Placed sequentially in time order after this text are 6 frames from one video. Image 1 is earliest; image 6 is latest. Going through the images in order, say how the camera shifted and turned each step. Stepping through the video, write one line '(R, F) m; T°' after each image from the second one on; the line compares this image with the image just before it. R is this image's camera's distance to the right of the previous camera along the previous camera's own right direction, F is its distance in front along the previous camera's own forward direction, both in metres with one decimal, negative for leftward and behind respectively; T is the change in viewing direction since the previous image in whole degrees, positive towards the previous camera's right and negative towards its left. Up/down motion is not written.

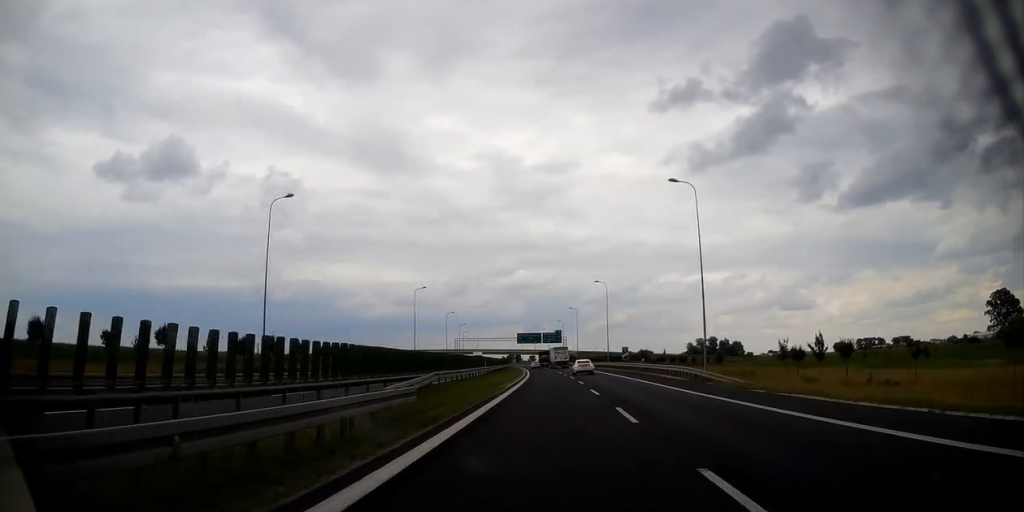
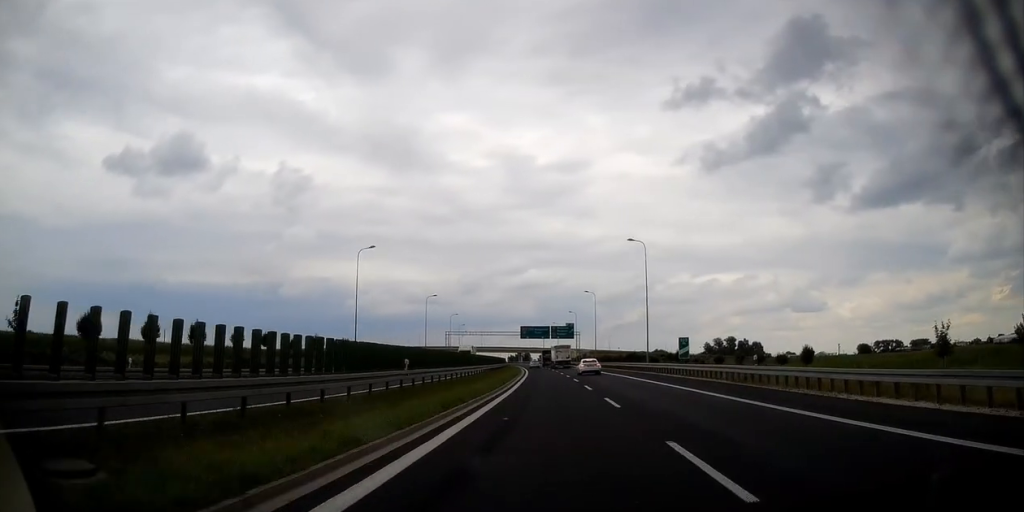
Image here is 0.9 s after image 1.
(+0.1, +29.9) m; -1°
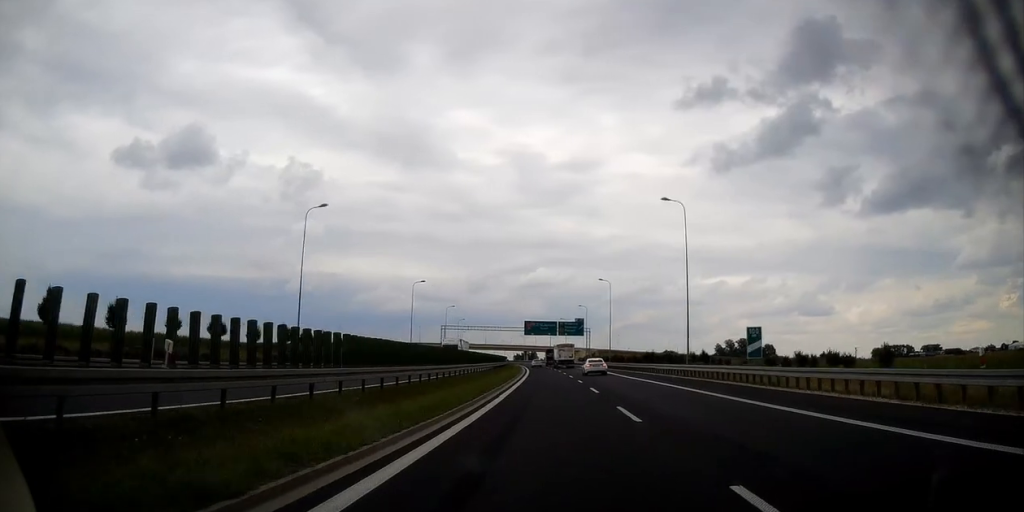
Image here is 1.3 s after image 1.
(-0.1, +15.0) m; -1°
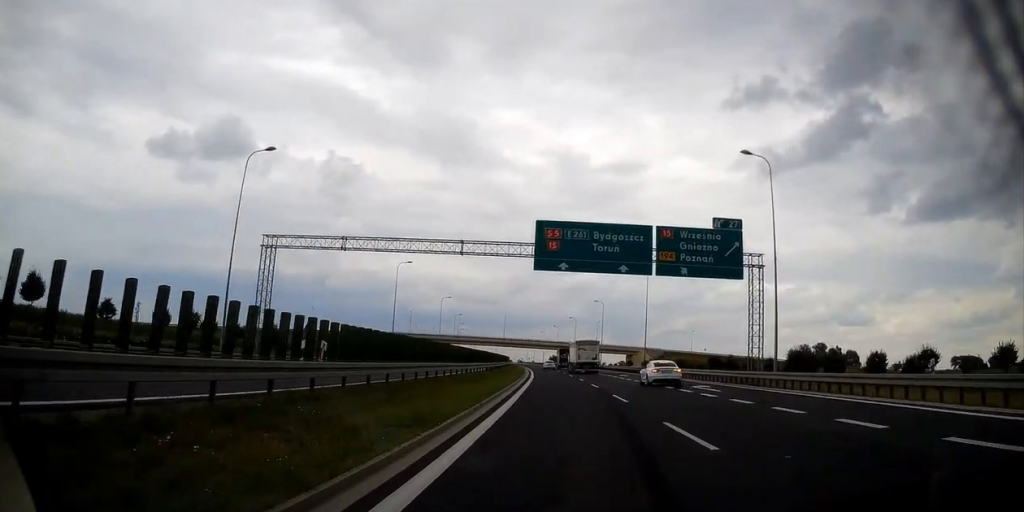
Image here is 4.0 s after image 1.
(-3.3, +94.6) m; -3°
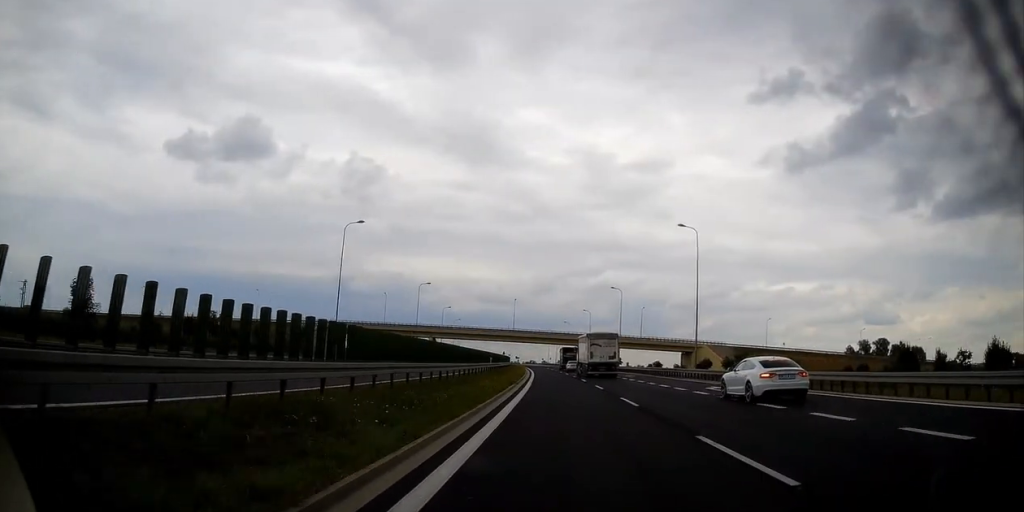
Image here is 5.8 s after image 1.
(-1.4, +61.7) m; -3°
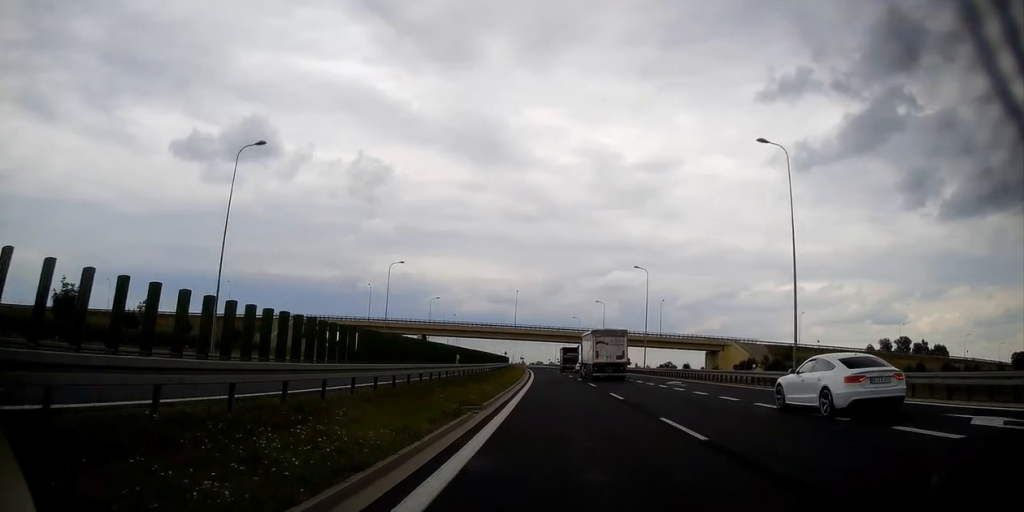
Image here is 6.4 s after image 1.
(+0.1, +19.9) m; -1°
